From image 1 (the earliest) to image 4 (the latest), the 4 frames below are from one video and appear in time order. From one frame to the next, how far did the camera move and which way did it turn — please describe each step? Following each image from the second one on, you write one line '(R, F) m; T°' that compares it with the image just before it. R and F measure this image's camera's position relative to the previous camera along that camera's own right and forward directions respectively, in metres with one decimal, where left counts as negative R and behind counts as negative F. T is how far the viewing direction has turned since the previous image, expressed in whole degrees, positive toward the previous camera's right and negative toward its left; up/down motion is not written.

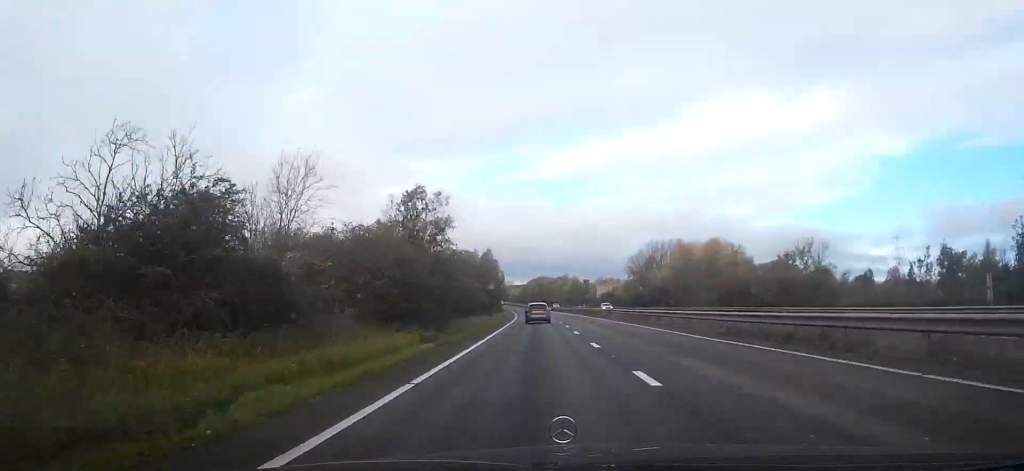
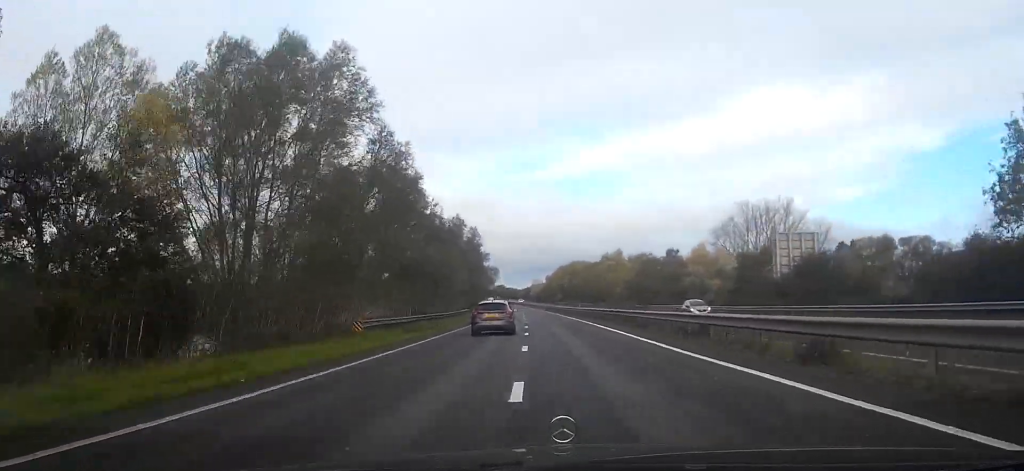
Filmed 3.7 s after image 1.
(-0.7, +117.2) m; -2°
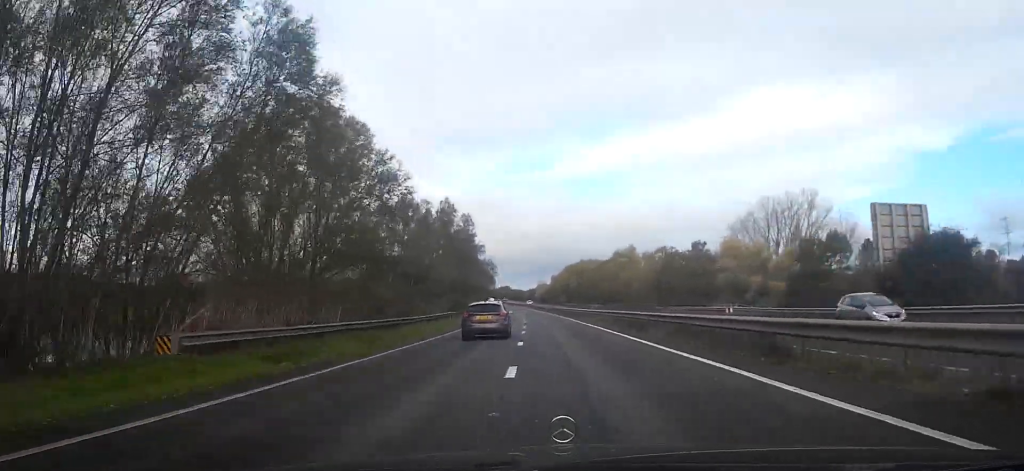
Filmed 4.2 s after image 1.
(-0.1, +15.0) m; 0°
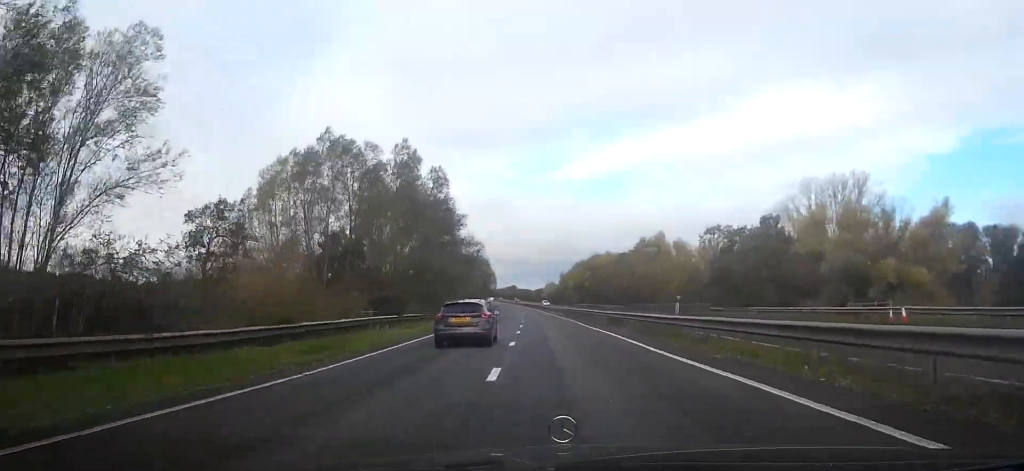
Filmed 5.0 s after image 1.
(-0.2, +27.0) m; -1°
